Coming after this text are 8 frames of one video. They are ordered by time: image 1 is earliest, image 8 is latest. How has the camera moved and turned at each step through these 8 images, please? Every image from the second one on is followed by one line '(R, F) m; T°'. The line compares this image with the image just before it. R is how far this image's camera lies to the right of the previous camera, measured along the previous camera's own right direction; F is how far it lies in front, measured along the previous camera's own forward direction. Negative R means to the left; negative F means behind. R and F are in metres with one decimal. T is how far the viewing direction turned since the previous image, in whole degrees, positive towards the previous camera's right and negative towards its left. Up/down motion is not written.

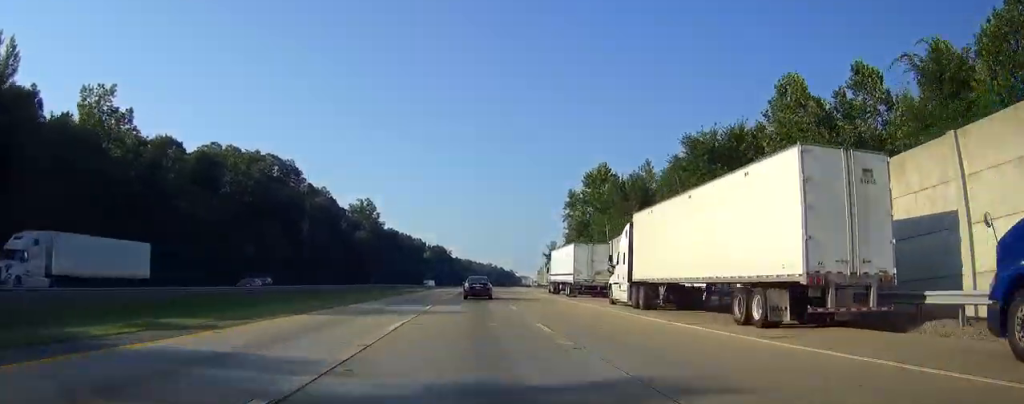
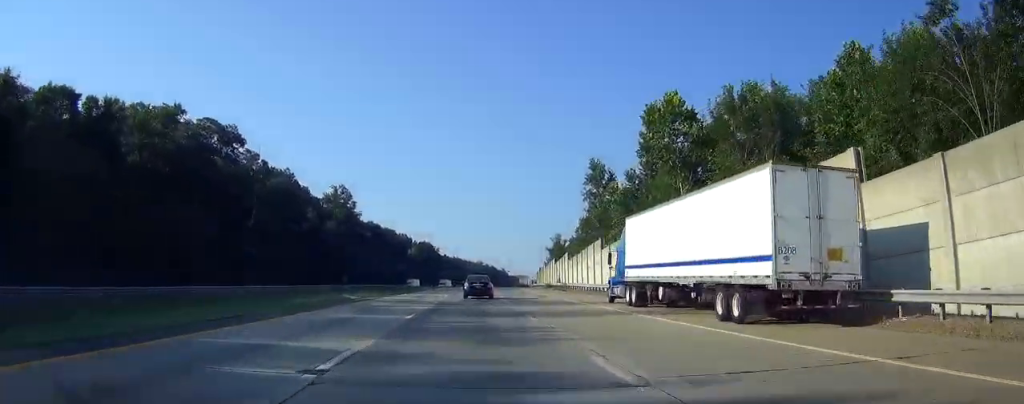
(+0.1, +33.7) m; +1°
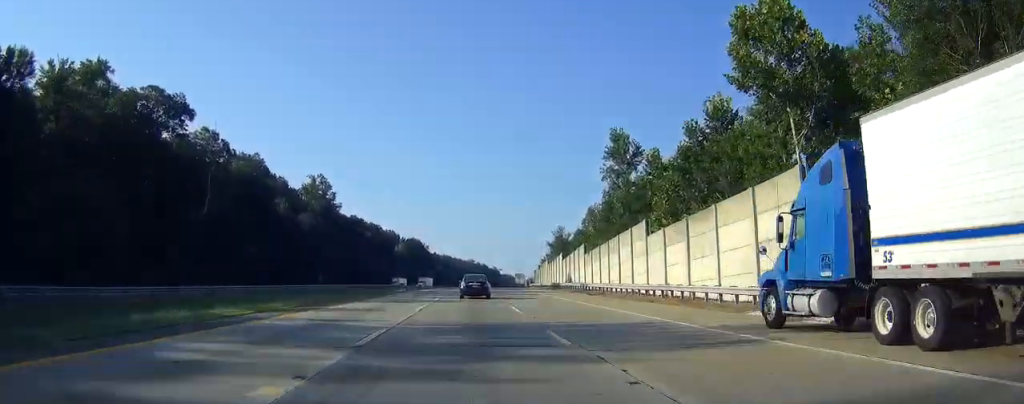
(+0.1, +20.7) m; 0°
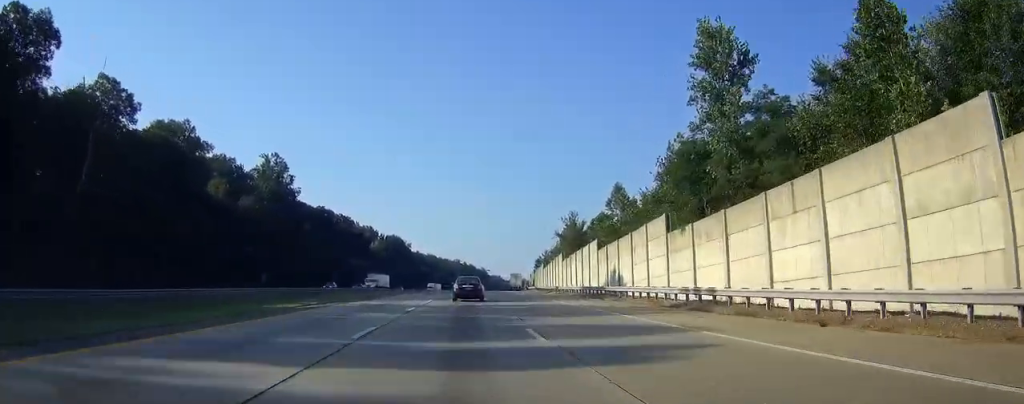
(+0.3, +37.1) m; +1°
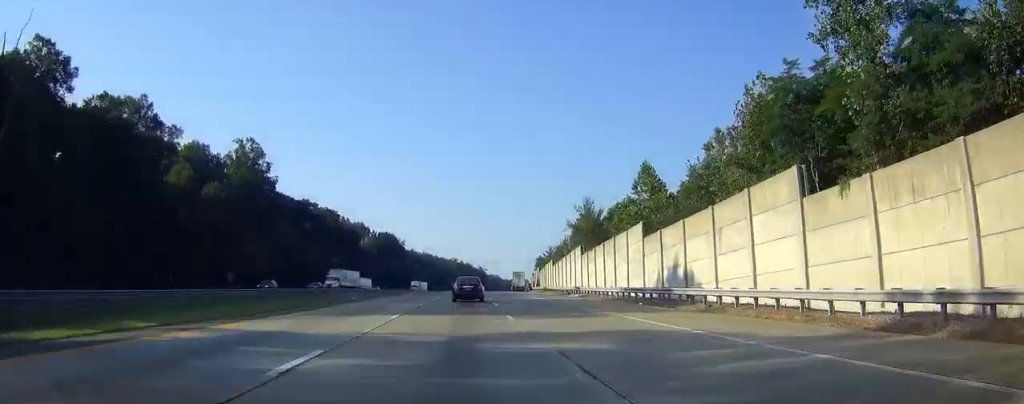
(+0.1, +18.4) m; +1°
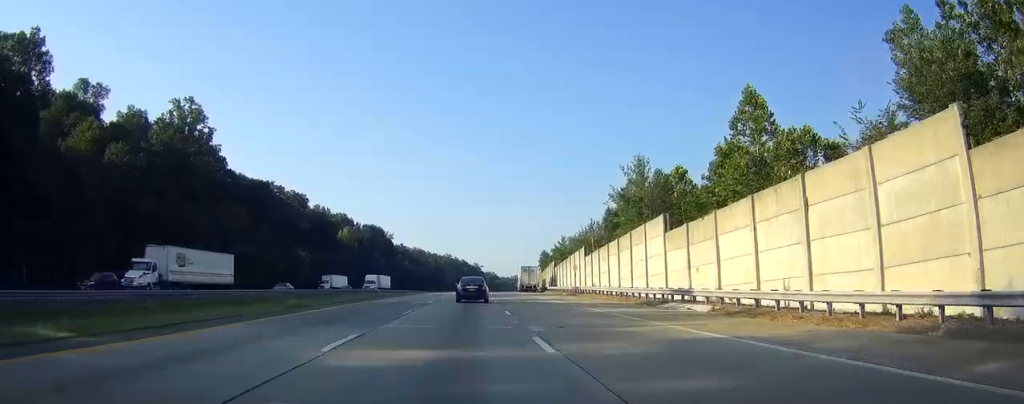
(+0.4, +34.5) m; +1°
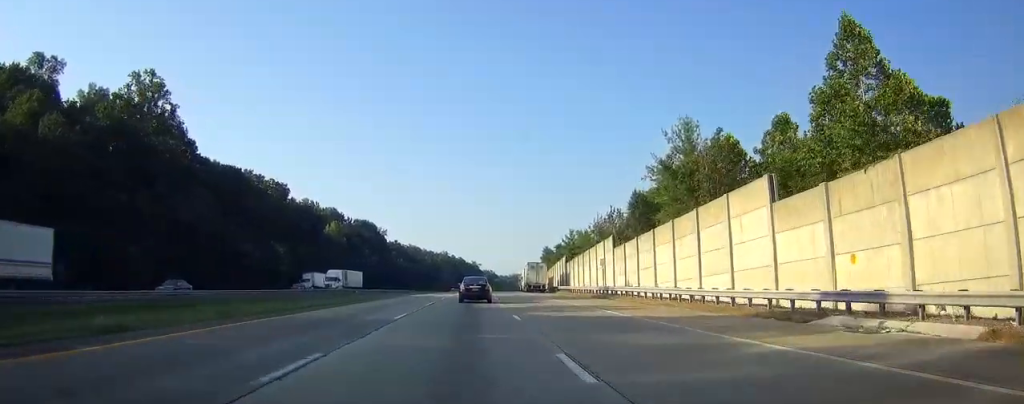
(+0.1, +16.2) m; 0°
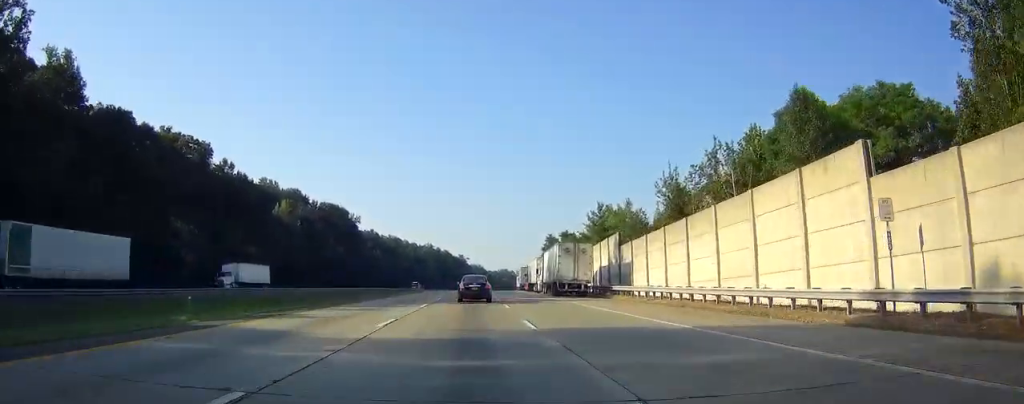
(+0.2, +41.9) m; +1°
